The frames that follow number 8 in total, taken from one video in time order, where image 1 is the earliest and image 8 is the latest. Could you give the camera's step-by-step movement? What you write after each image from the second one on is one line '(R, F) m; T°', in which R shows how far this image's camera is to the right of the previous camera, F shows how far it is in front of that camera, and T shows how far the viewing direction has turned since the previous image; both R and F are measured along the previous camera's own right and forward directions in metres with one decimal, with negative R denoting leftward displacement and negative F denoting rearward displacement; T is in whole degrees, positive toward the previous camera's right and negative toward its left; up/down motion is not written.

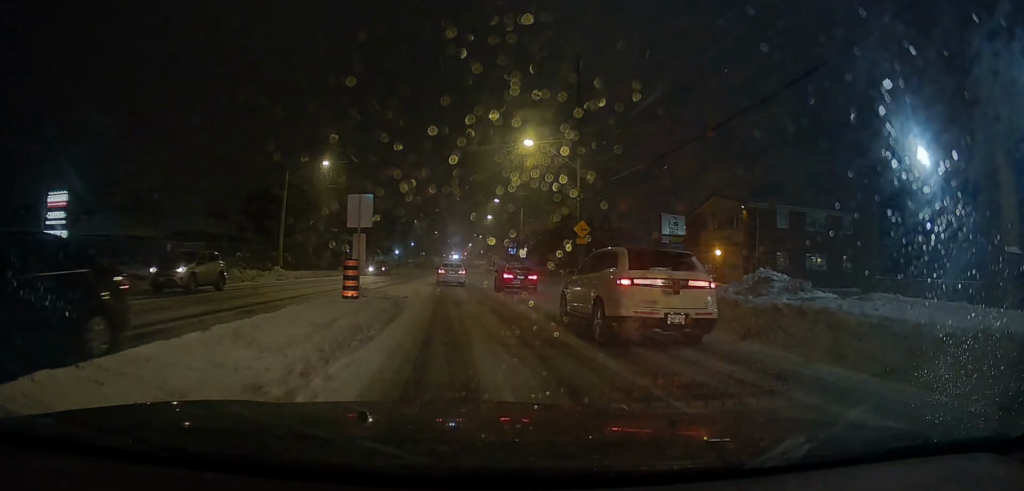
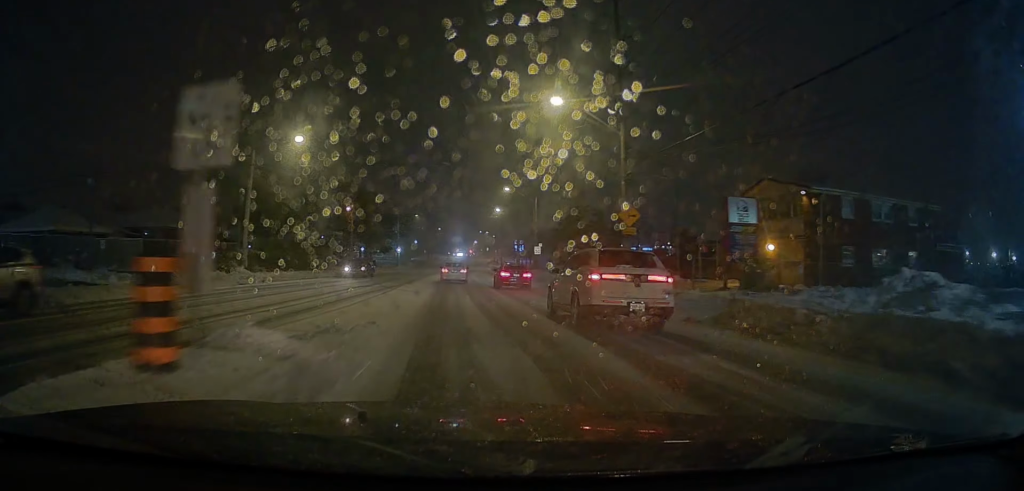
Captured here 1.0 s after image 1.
(0.0, +7.2) m; 0°
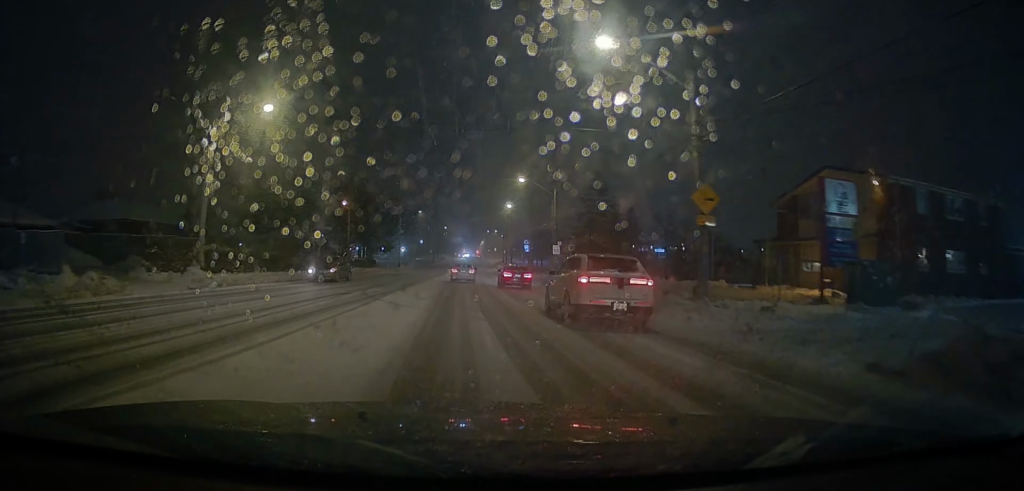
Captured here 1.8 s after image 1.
(0.0, +6.5) m; 0°
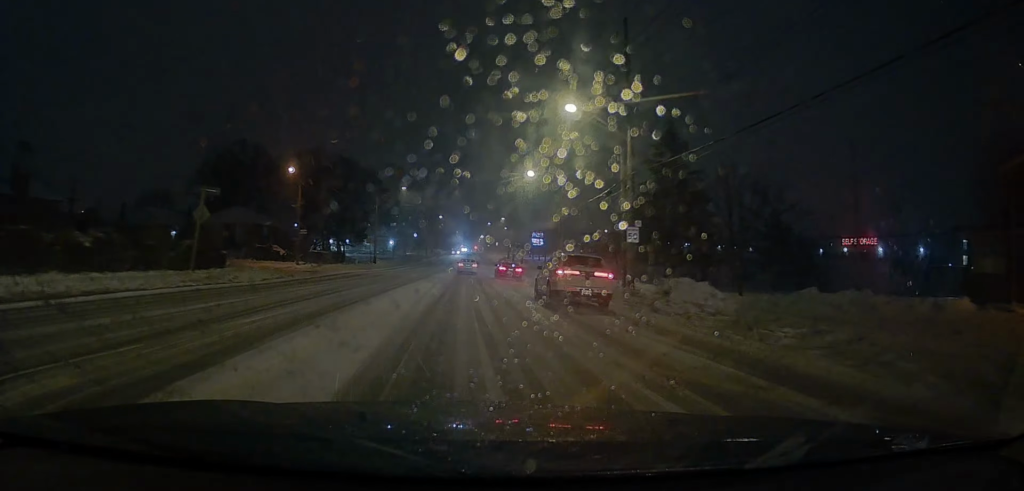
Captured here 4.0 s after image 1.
(+0.5, +20.9) m; 0°
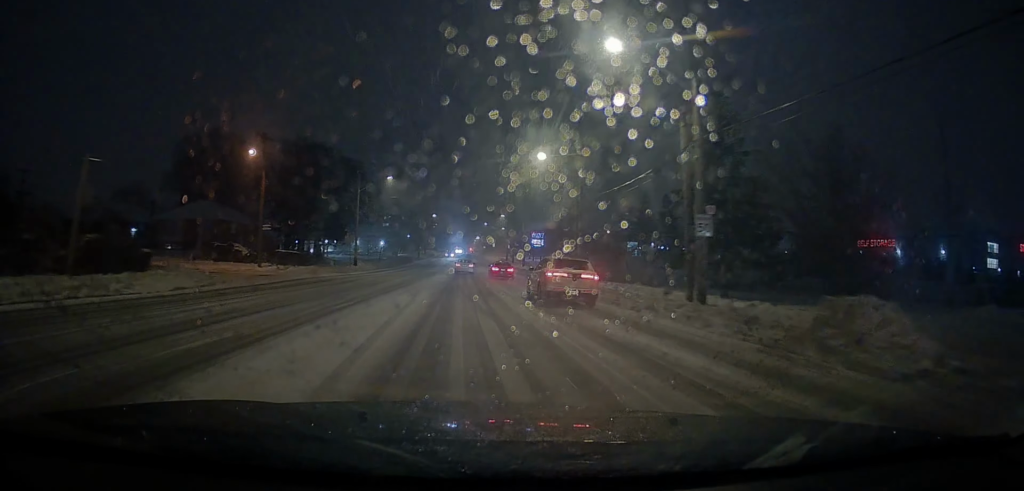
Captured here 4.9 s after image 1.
(-0.2, +8.5) m; -2°
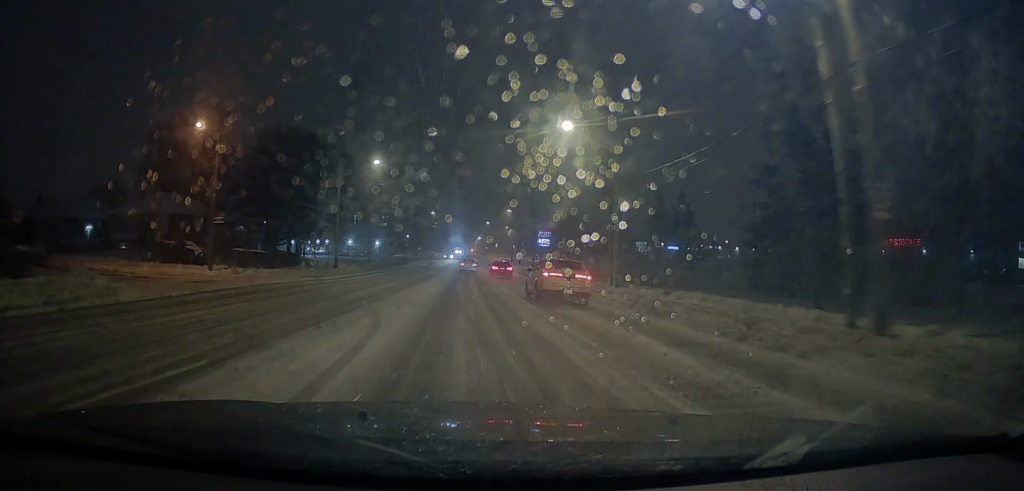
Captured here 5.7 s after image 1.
(-0.3, +9.0) m; 0°
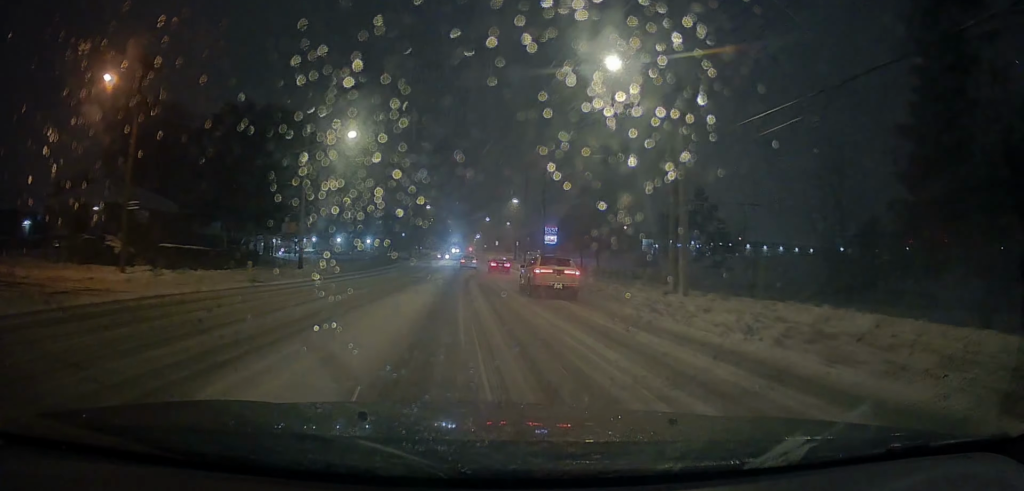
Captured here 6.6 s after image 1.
(+0.4, +10.0) m; +2°
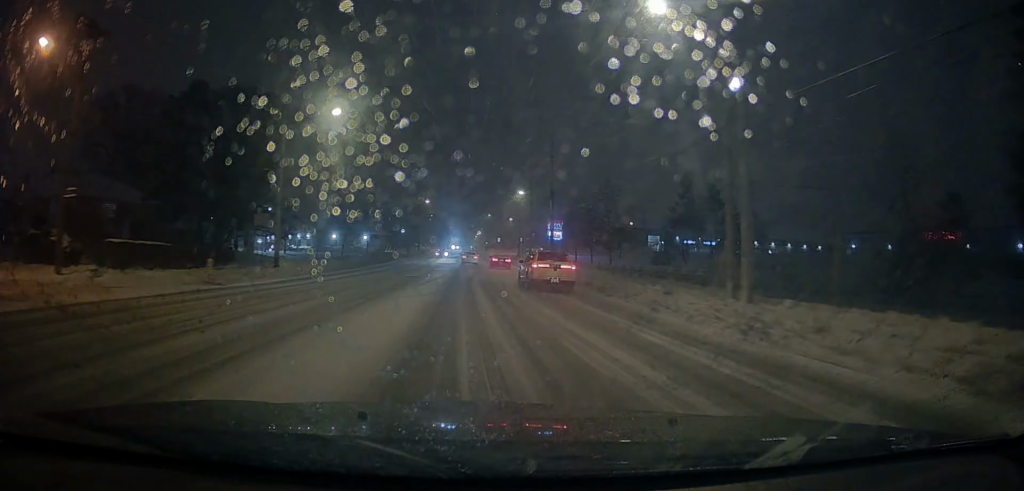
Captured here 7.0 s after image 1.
(-0.1, +5.3) m; 0°
